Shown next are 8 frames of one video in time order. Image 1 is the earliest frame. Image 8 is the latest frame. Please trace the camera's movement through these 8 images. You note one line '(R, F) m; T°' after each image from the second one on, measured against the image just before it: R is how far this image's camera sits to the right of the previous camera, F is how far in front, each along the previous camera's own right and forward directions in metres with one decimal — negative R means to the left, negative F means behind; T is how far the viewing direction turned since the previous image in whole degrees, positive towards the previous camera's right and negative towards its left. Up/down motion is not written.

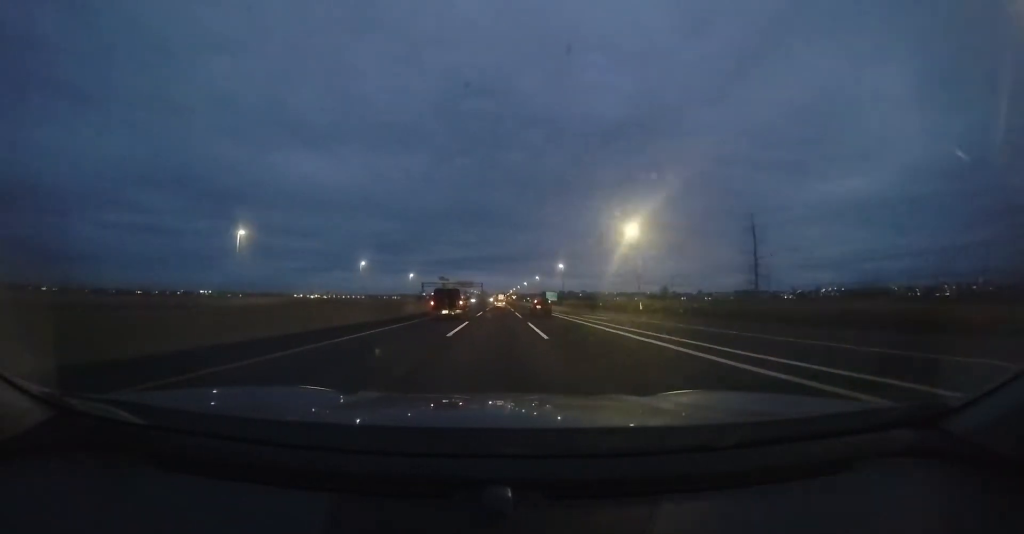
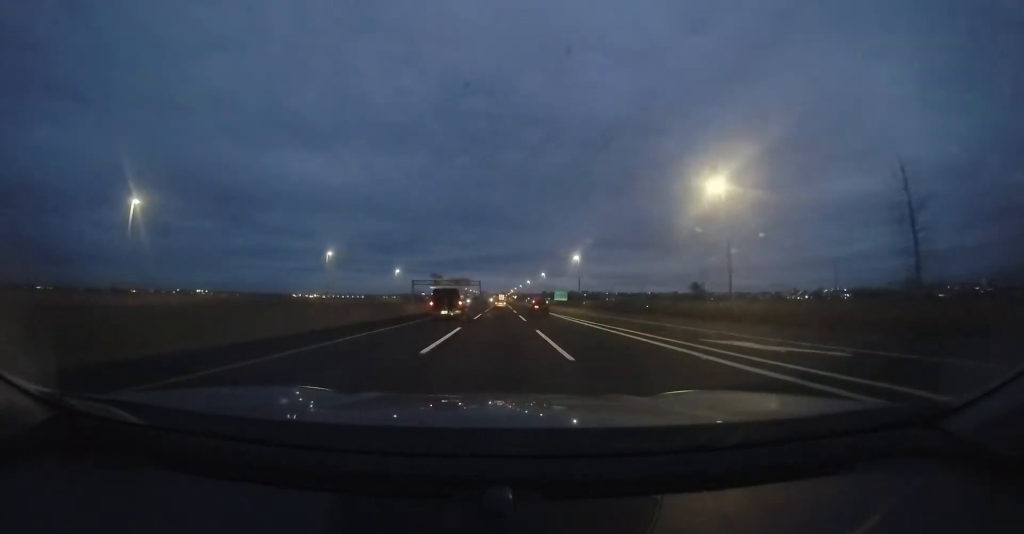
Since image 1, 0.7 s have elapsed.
(+0.3, +19.3) m; +1°
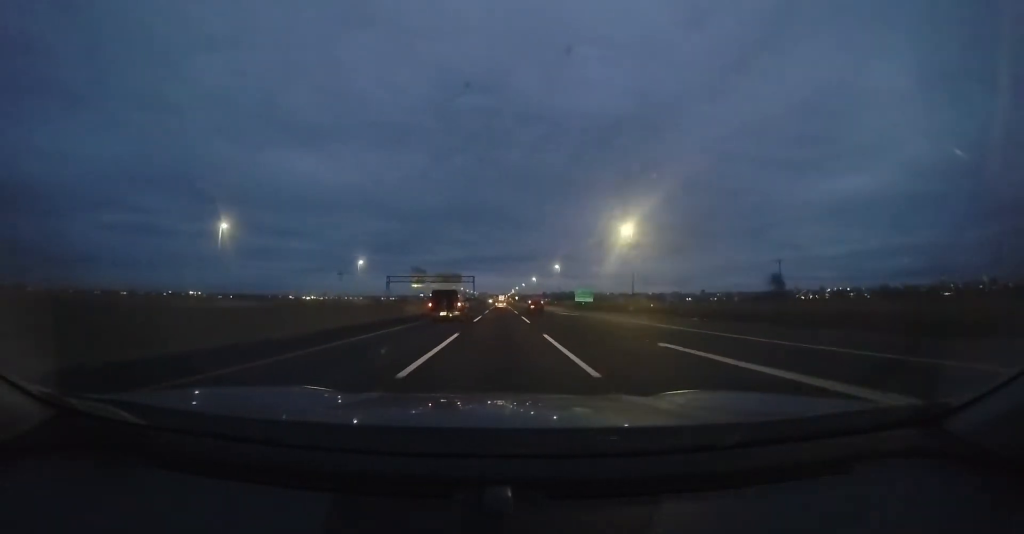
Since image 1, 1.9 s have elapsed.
(+0.2, +32.0) m; 0°
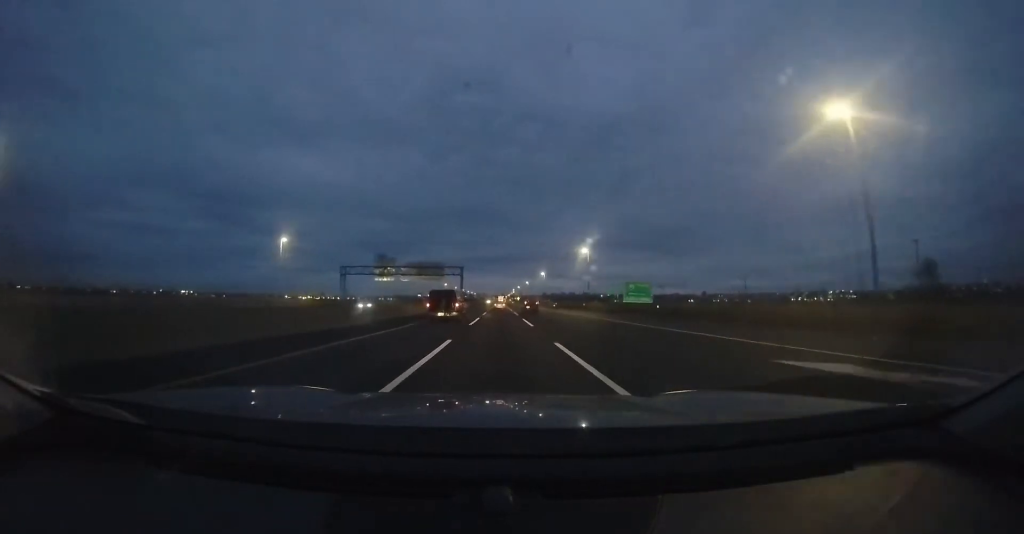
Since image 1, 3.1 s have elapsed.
(-0.2, +33.1) m; 0°
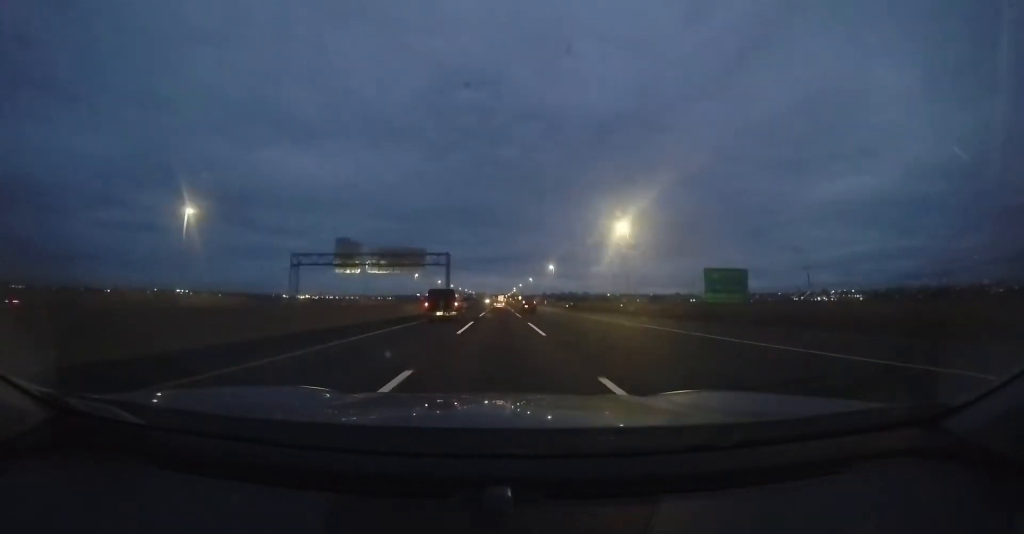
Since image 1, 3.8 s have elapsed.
(+0.1, +20.5) m; 0°
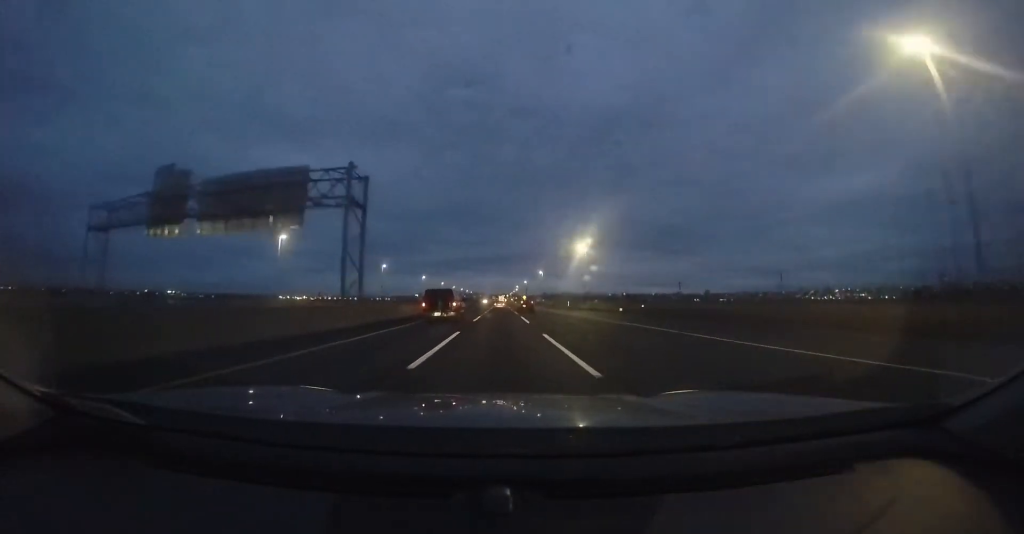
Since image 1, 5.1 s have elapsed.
(-0.4, +37.7) m; 0°
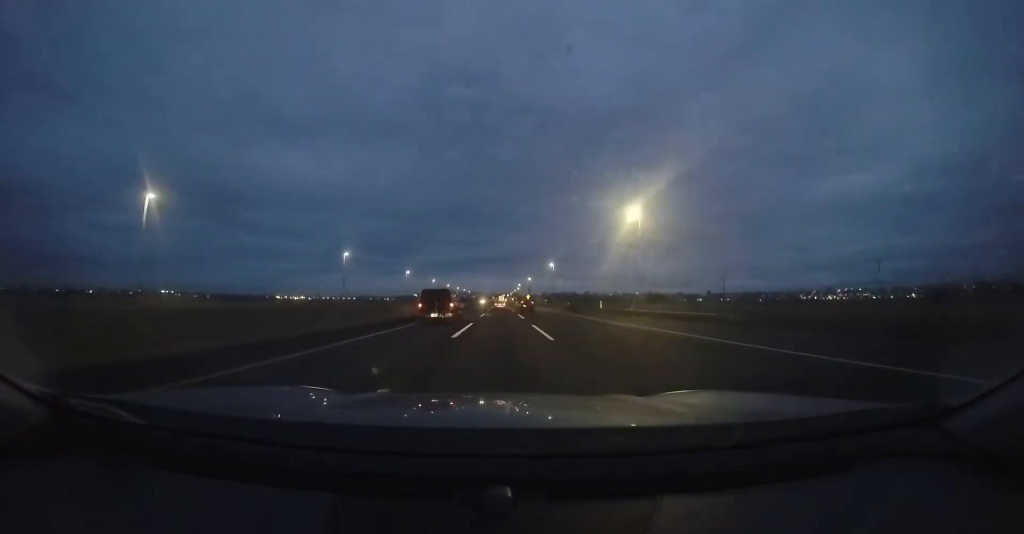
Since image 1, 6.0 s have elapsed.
(+0.3, +24.7) m; +1°
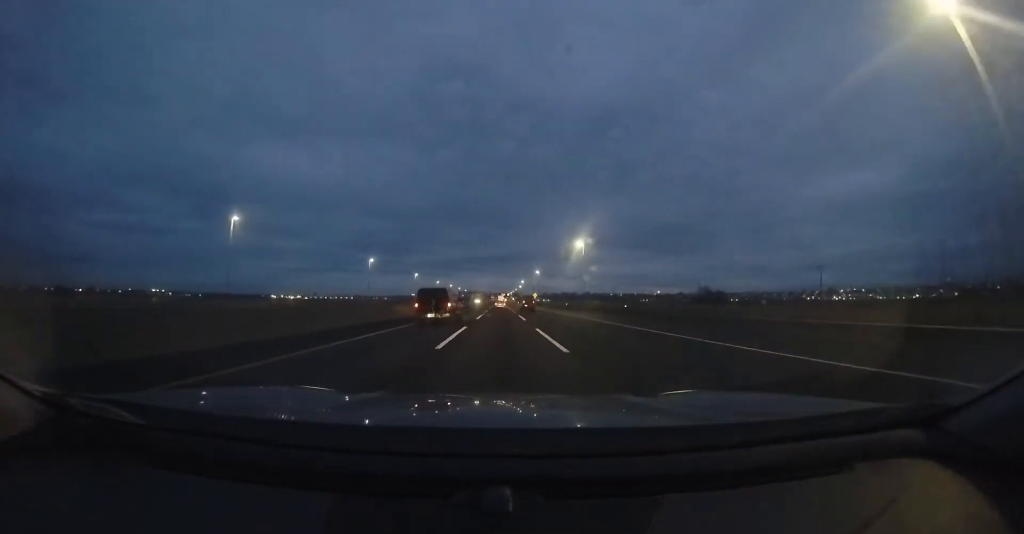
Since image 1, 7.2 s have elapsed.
(+0.1, +33.3) m; -1°
